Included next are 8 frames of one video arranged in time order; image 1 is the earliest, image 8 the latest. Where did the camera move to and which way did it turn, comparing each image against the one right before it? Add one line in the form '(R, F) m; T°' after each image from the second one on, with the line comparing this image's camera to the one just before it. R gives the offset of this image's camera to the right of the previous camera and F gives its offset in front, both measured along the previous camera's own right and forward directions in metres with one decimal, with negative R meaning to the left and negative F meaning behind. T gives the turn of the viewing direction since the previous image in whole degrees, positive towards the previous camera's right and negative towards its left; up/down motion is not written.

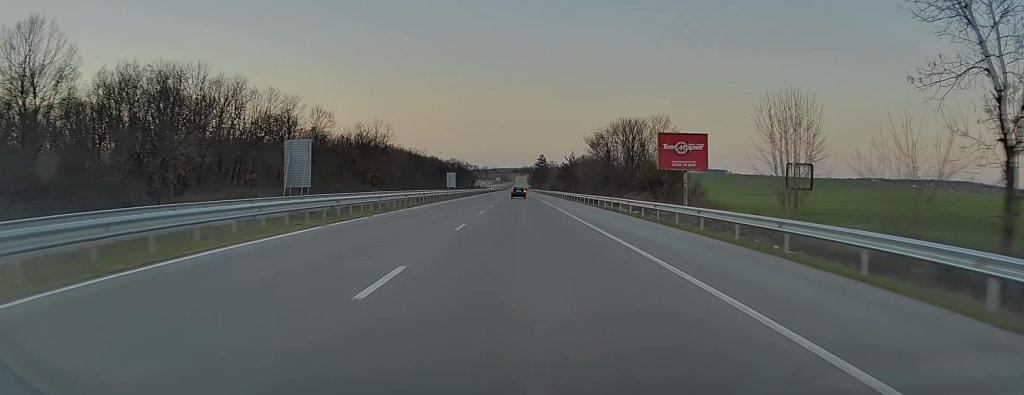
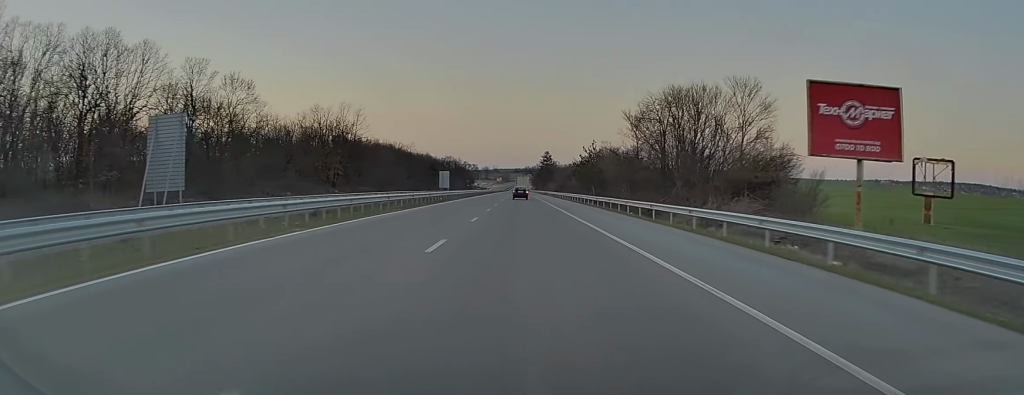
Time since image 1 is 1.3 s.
(-0.1, +30.2) m; 0°
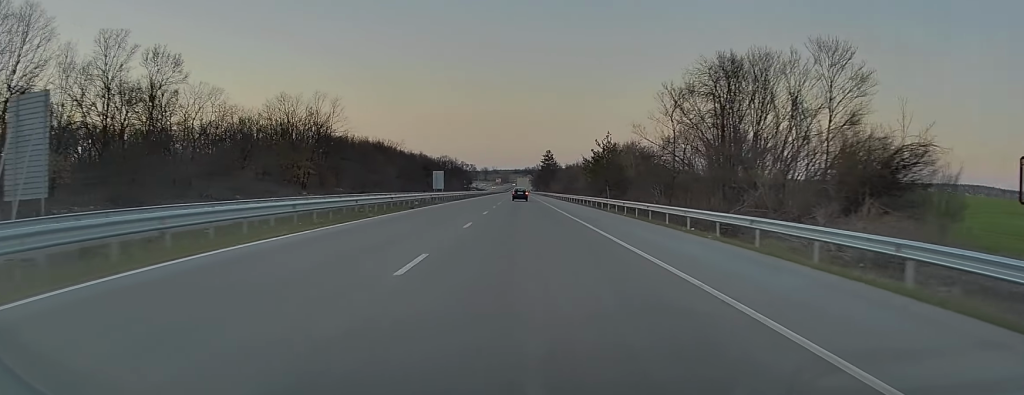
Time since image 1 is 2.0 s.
(0.0, +15.2) m; 0°
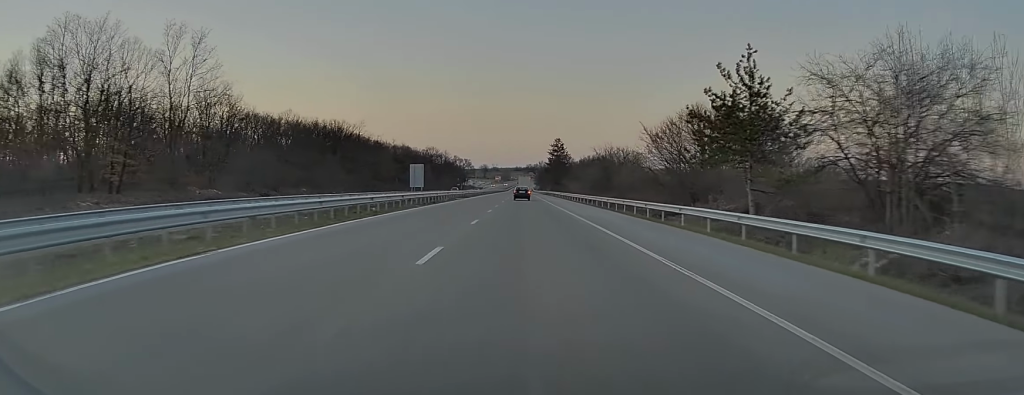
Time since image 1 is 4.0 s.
(0.0, +46.5) m; 0°
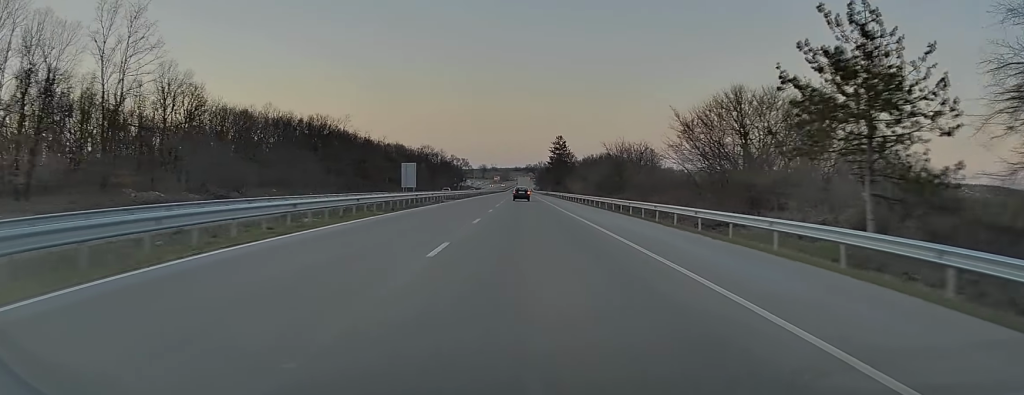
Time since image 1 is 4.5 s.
(0.0, +10.7) m; 0°
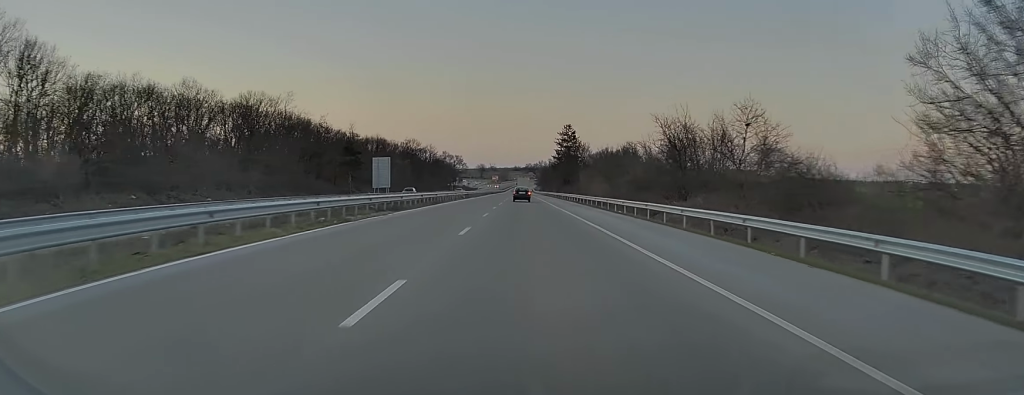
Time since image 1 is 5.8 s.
(0.0, +29.8) m; 0°
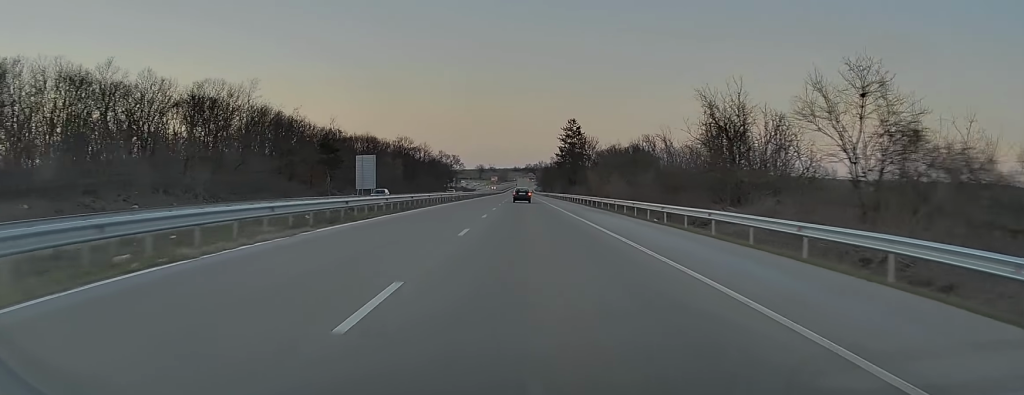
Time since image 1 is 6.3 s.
(+0.1, +12.2) m; 0°
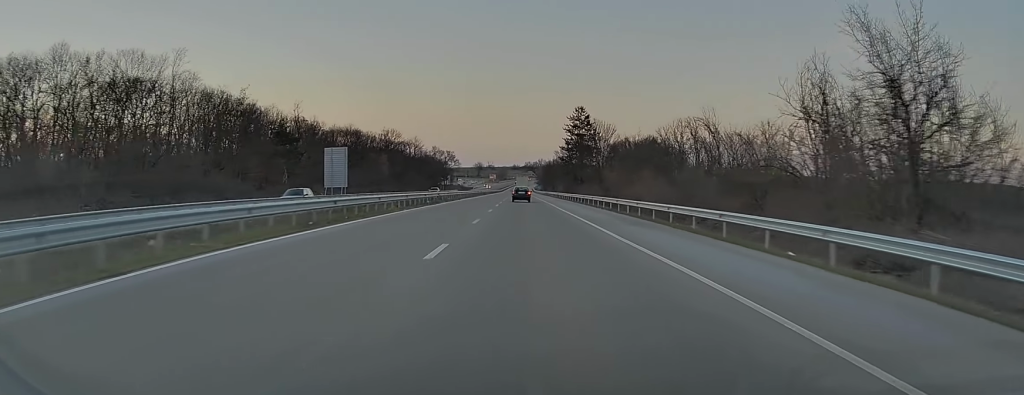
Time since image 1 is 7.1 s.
(-0.3, +17.4) m; 0°
